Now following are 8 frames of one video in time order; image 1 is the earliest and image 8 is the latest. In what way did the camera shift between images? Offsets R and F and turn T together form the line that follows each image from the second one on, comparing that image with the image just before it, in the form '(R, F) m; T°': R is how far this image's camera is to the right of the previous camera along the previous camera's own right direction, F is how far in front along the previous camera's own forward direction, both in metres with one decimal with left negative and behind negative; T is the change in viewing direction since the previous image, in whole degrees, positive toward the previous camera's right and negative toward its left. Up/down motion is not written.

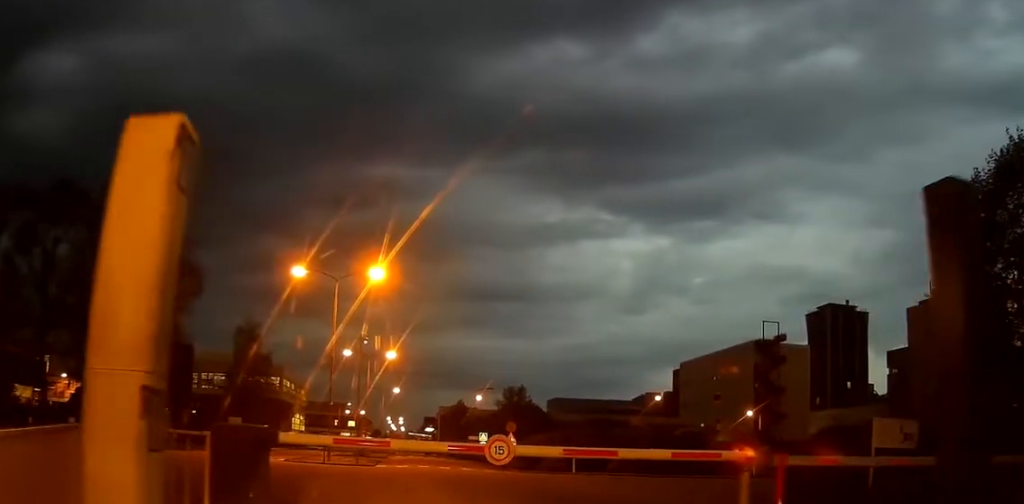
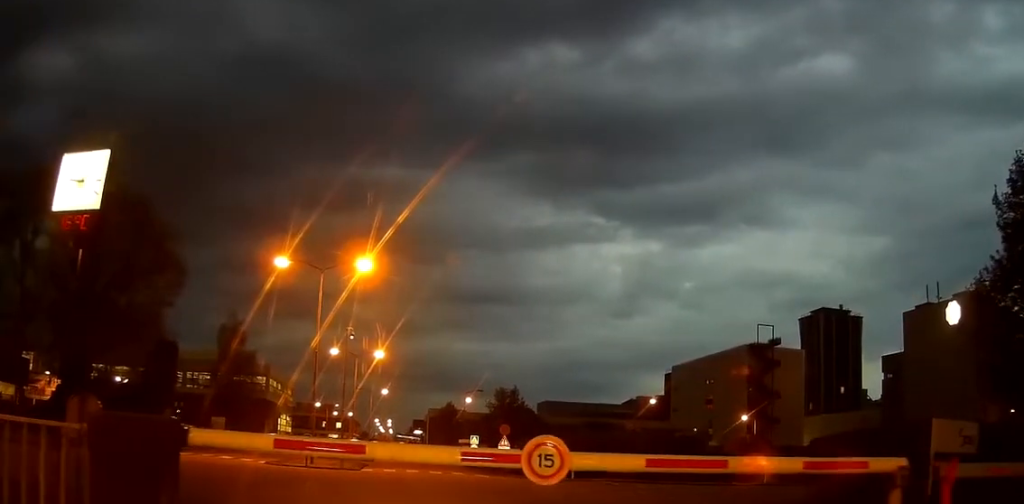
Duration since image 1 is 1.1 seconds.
(0.0, +1.8) m; 0°
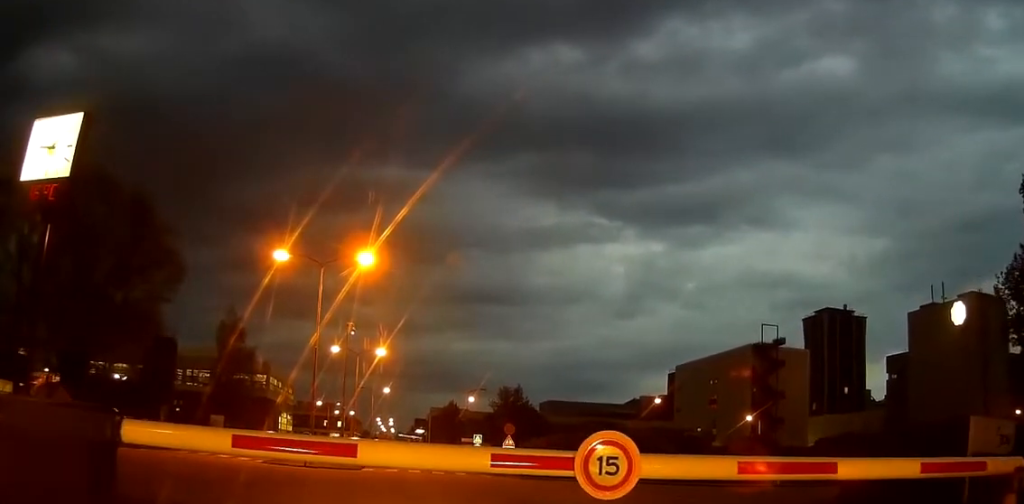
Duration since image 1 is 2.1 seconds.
(0.0, +0.6) m; 0°
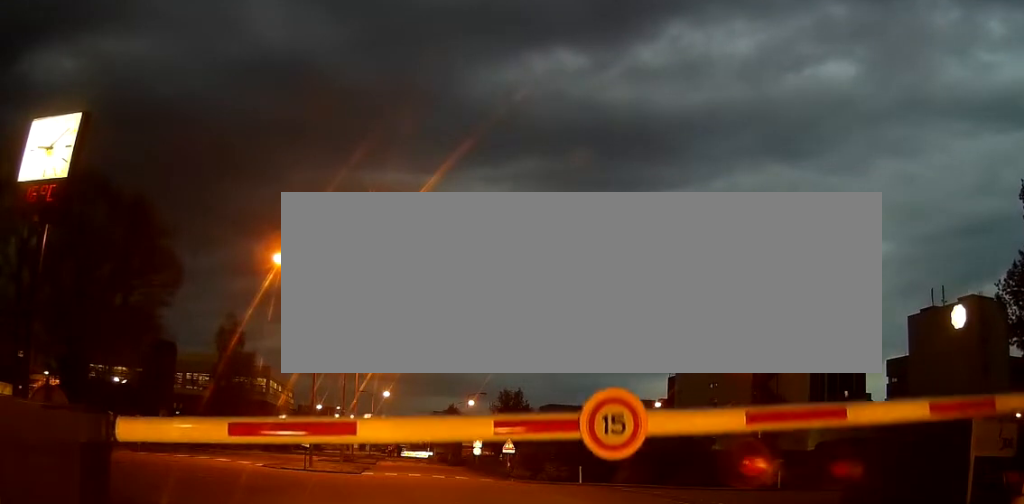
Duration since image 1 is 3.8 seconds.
(0.0, +0.6) m; 0°
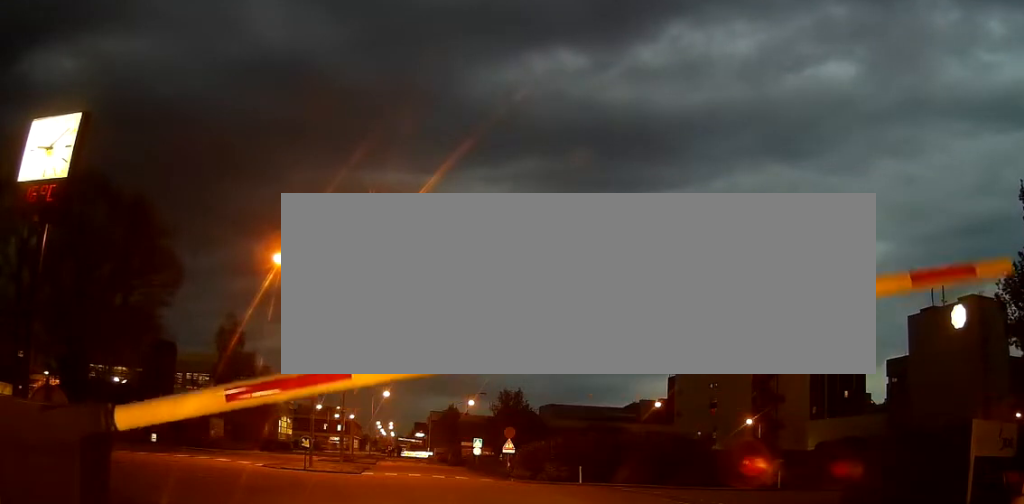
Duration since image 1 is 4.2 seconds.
(0.0, 0.0) m; 0°
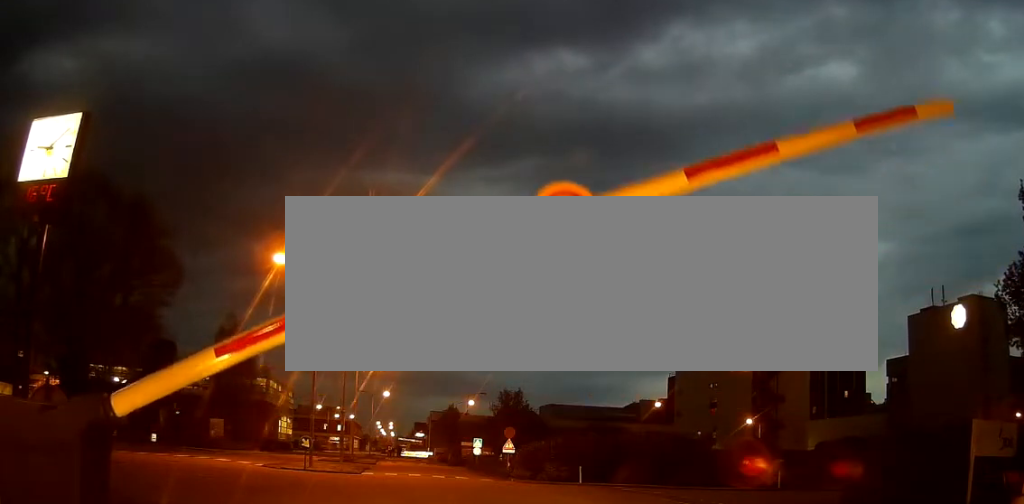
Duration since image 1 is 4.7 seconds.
(0.0, +0.2) m; 0°
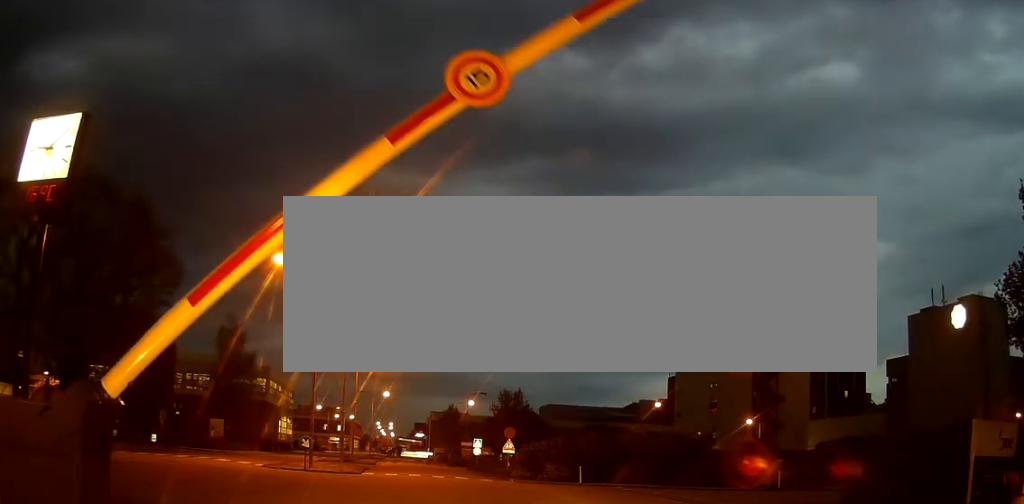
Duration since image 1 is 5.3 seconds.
(0.0, +0.3) m; 0°
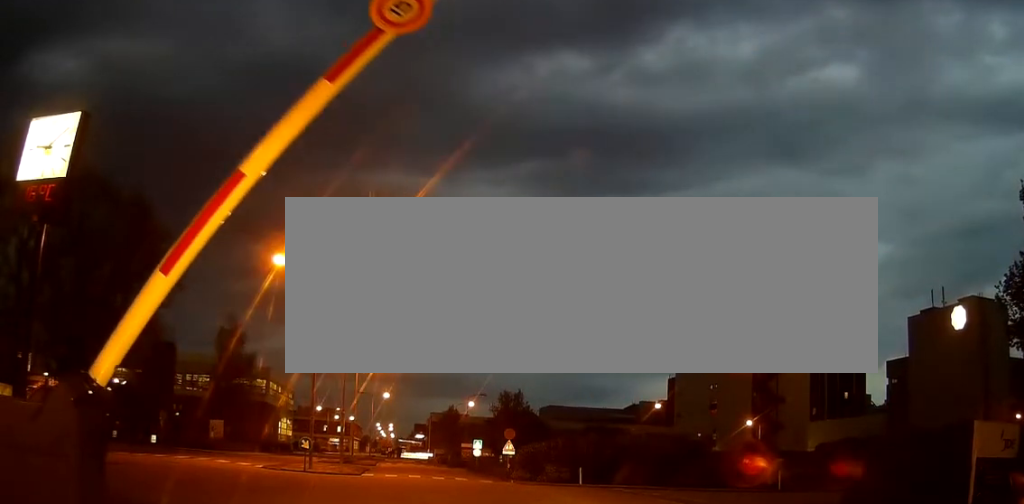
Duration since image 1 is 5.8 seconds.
(0.0, +0.3) m; +1°
